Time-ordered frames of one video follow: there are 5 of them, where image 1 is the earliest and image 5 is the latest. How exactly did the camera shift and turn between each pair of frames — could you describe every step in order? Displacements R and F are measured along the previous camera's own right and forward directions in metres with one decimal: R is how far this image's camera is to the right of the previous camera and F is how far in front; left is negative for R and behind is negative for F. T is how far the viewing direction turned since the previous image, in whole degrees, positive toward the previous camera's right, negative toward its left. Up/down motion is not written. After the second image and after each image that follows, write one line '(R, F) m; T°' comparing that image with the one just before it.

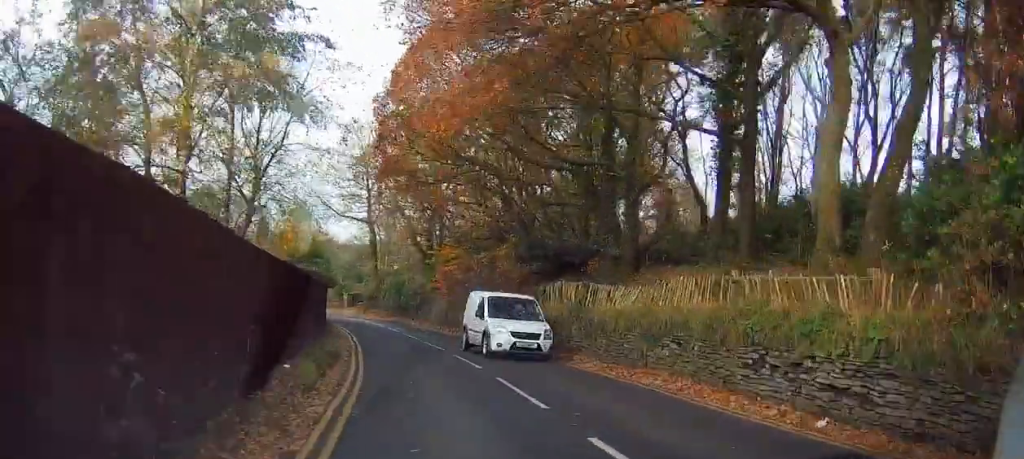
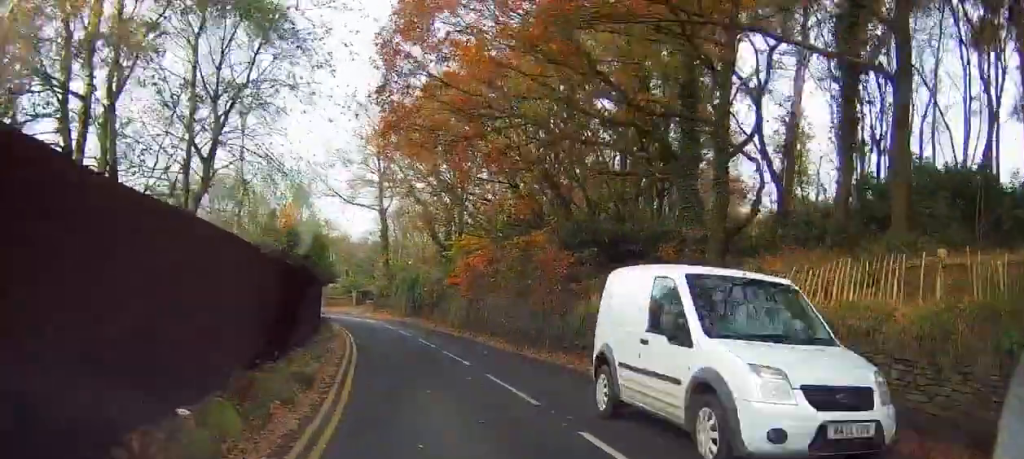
(+0.1, +5.5) m; -1°
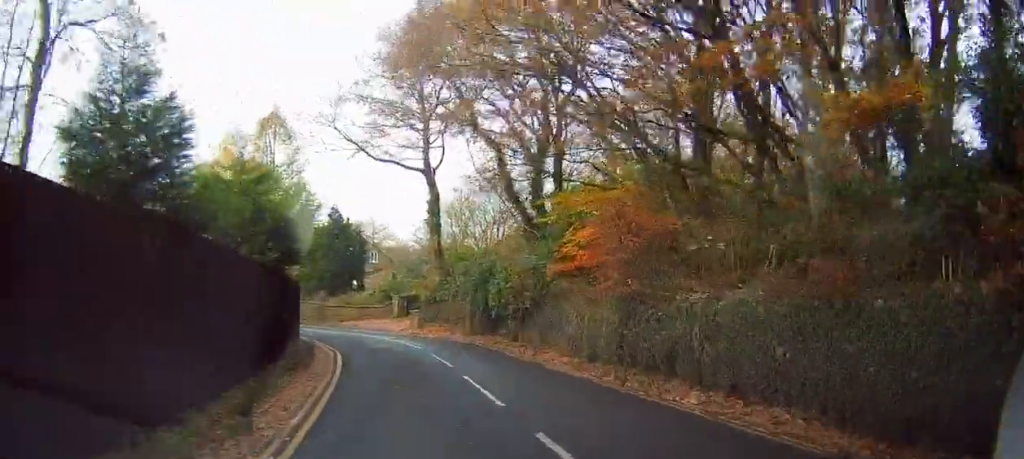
(-1.1, +15.8) m; -8°
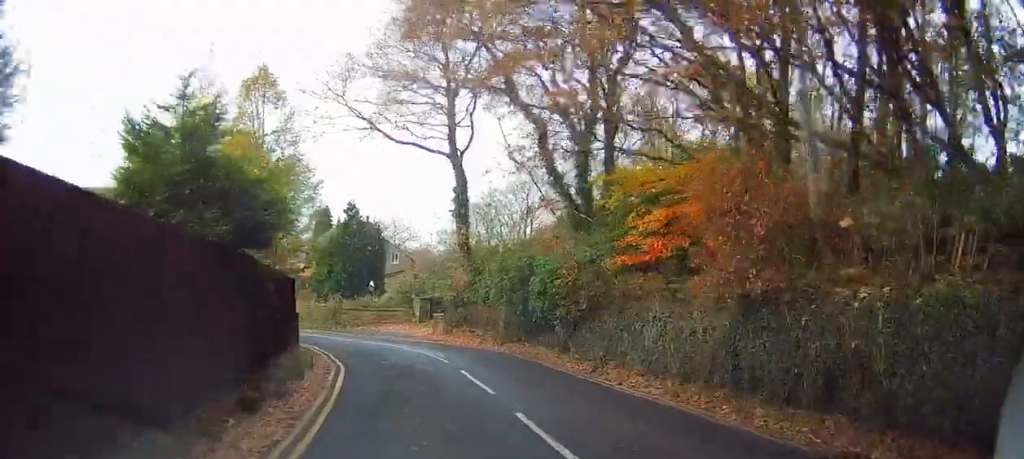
(-0.1, +3.7) m; -1°
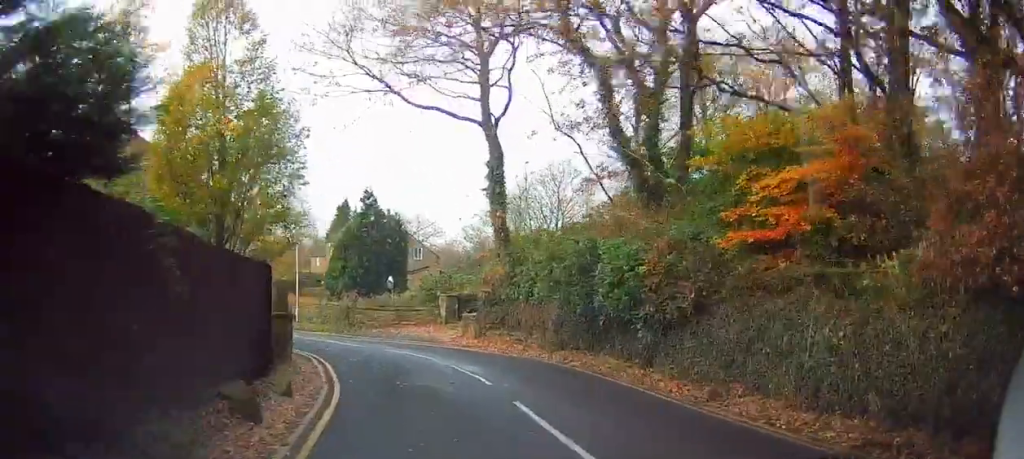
(-0.1, +4.5) m; -1°
